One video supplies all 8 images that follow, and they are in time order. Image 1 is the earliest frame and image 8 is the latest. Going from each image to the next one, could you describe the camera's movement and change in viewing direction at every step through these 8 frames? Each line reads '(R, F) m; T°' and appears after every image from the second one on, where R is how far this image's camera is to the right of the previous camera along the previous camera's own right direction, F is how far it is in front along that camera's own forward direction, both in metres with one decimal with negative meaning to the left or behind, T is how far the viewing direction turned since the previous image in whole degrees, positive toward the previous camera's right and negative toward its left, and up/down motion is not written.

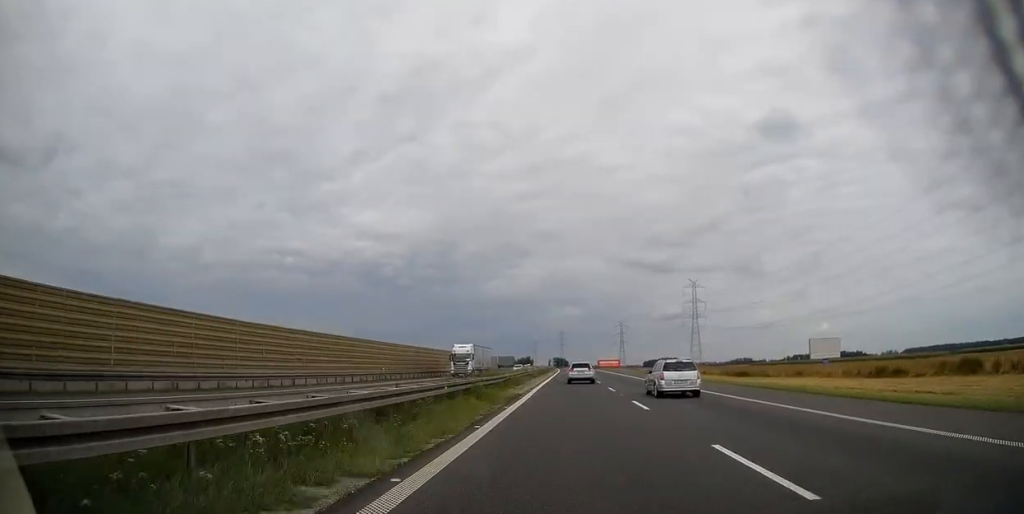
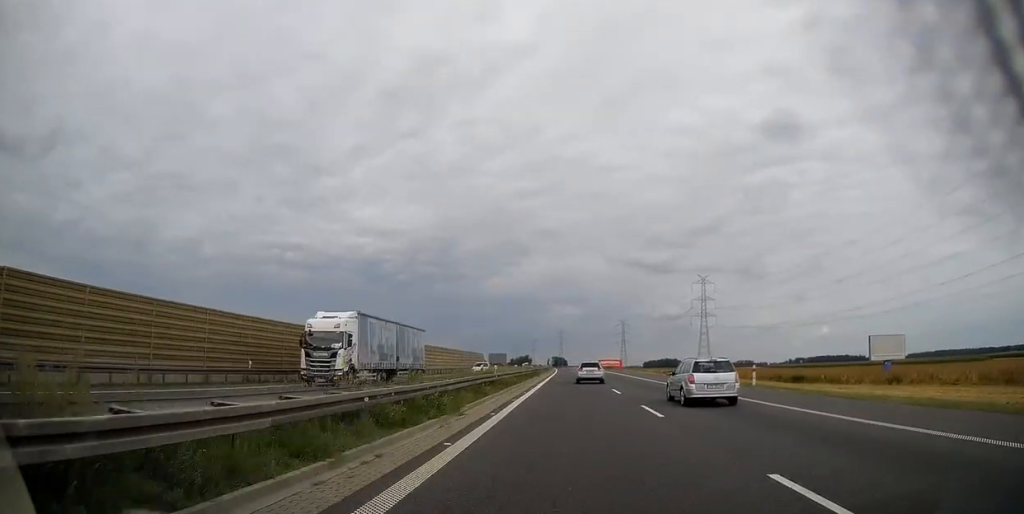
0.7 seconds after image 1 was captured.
(0.0, +27.4) m; 0°
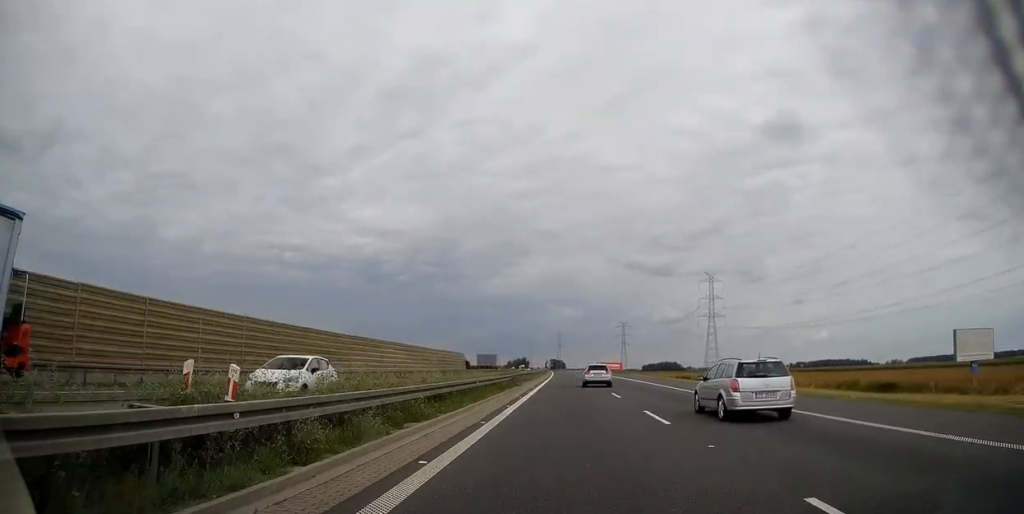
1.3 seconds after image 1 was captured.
(+0.1, +25.9) m; 0°
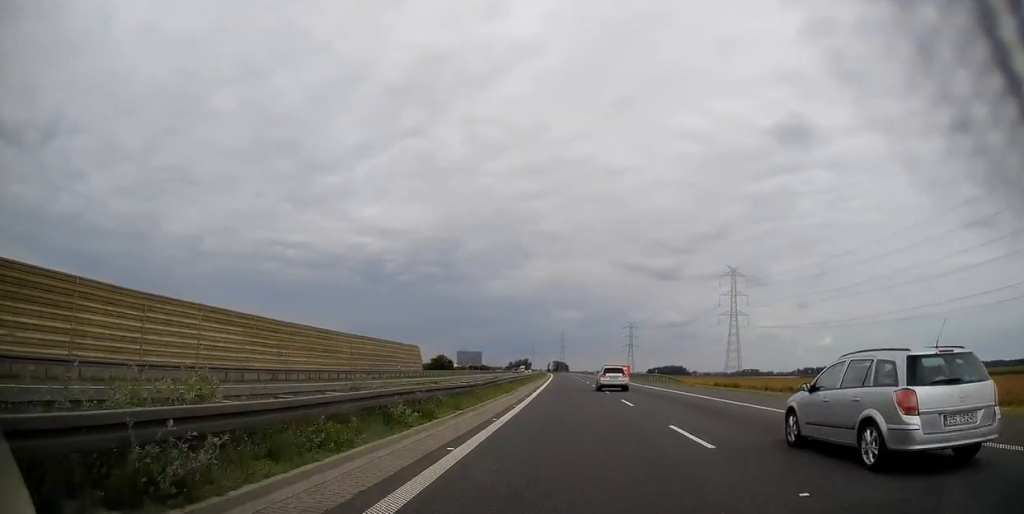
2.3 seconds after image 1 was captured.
(-0.1, +41.0) m; 0°
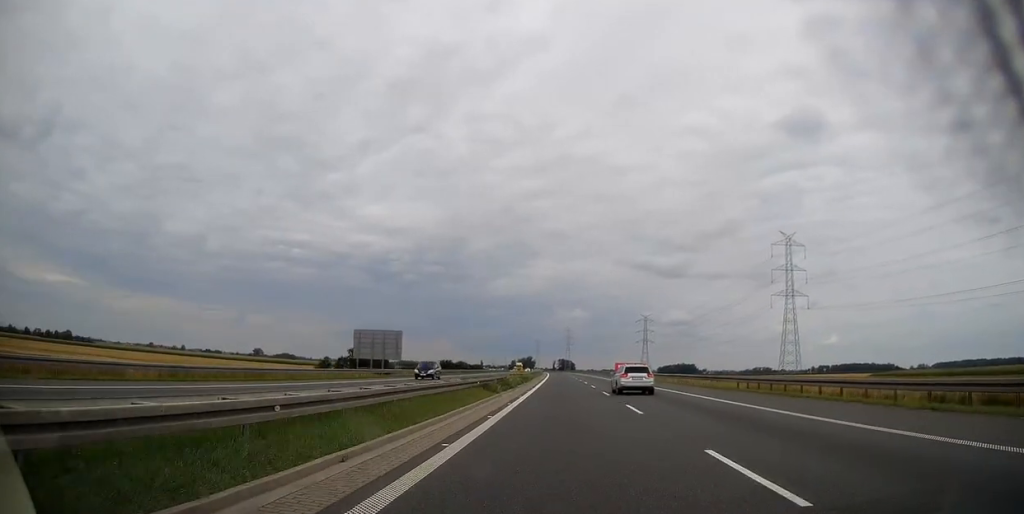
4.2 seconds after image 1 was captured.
(-0.1, +77.4) m; -1°
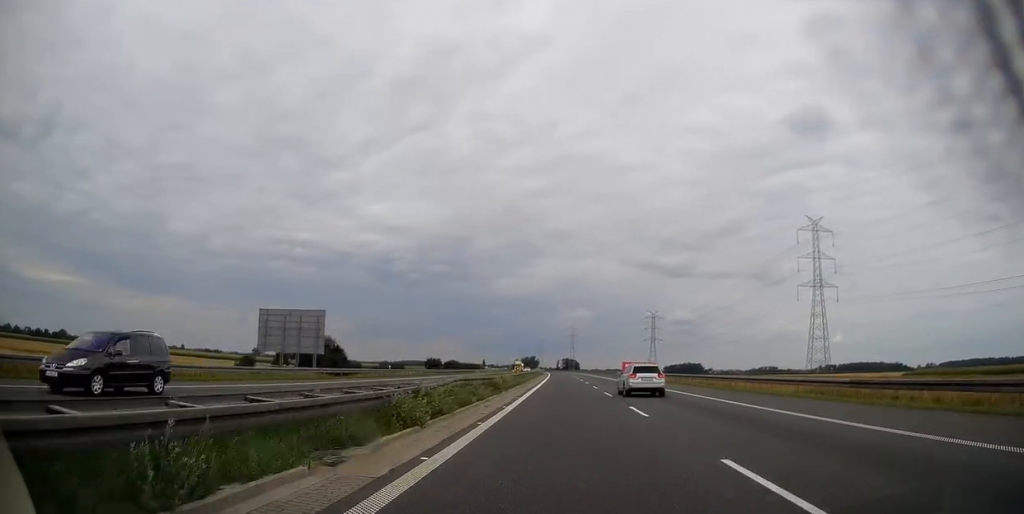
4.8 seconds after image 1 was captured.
(+0.1, +25.4) m; -1°
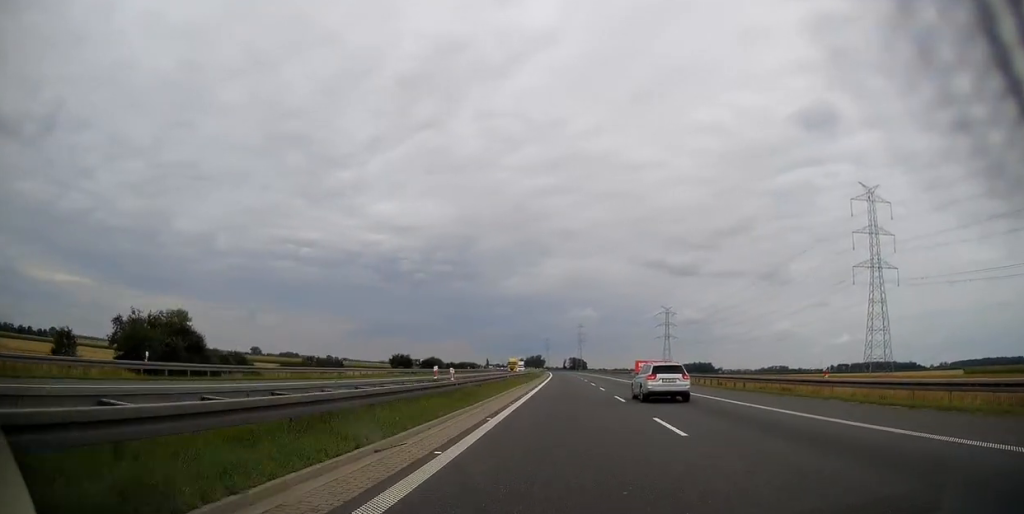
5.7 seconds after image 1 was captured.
(-0.5, +41.5) m; 0°
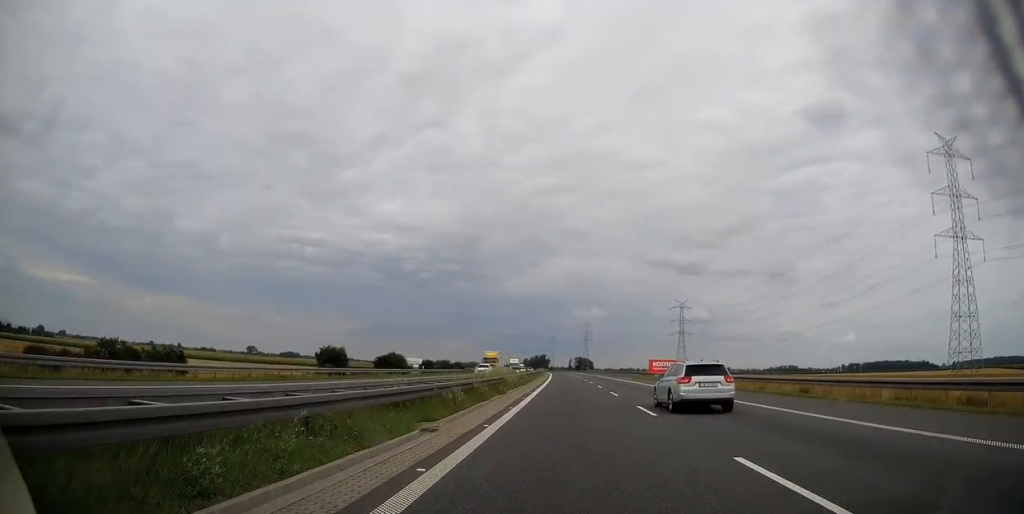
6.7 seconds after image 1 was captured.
(+0.2, +43.8) m; 0°
